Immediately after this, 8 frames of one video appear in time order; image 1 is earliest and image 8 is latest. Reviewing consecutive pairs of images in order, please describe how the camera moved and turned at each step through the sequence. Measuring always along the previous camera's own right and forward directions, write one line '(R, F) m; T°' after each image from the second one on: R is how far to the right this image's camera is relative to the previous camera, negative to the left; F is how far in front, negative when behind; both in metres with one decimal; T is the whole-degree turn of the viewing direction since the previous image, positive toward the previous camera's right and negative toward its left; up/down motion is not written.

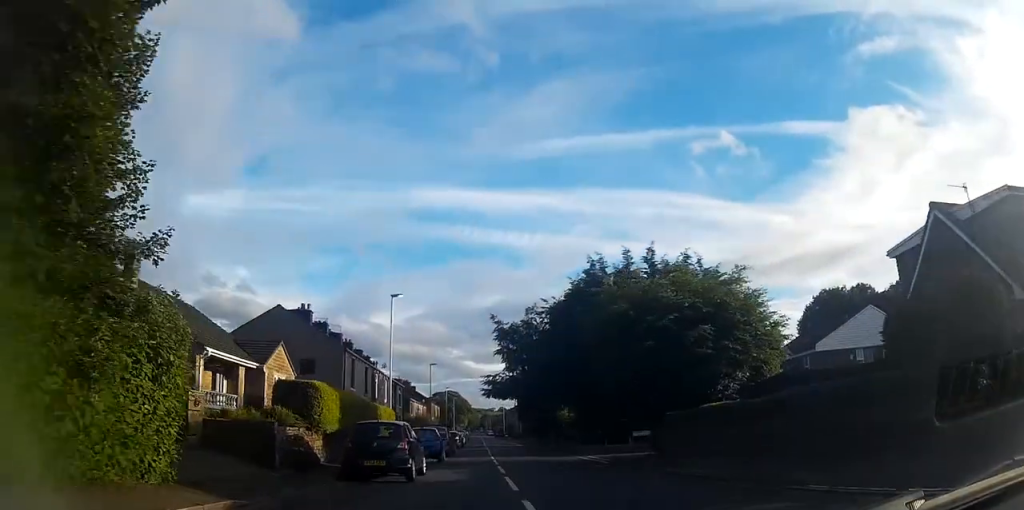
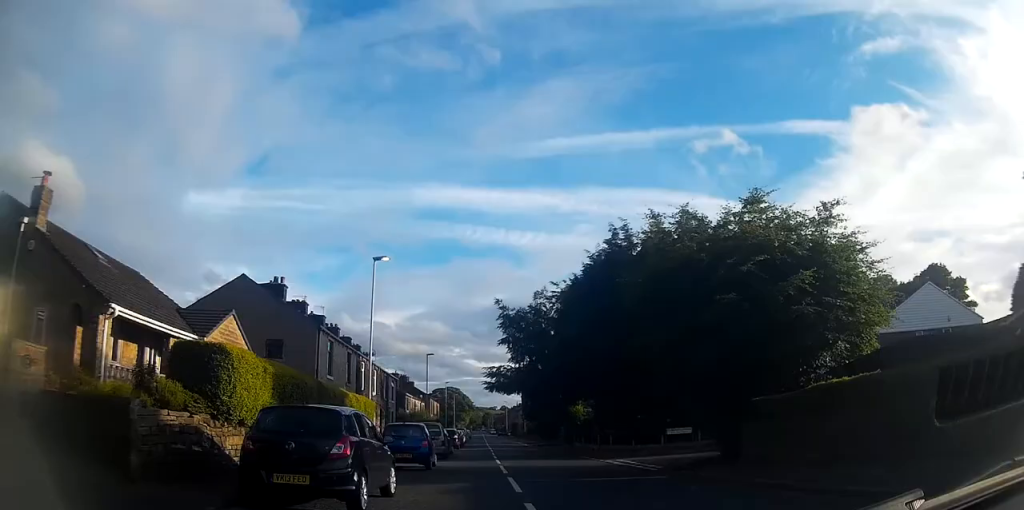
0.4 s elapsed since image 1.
(0.0, +6.5) m; 0°
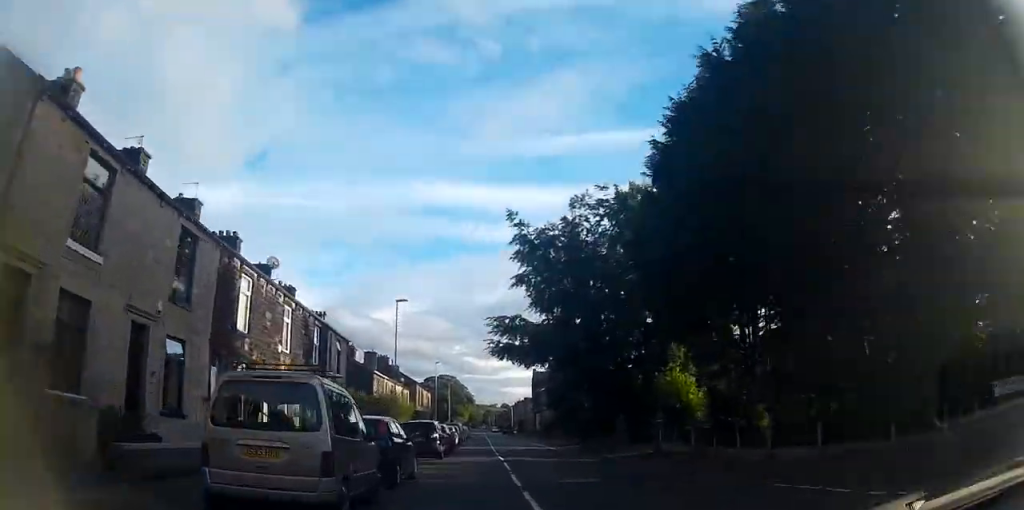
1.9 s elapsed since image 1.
(-0.1, +21.5) m; 0°
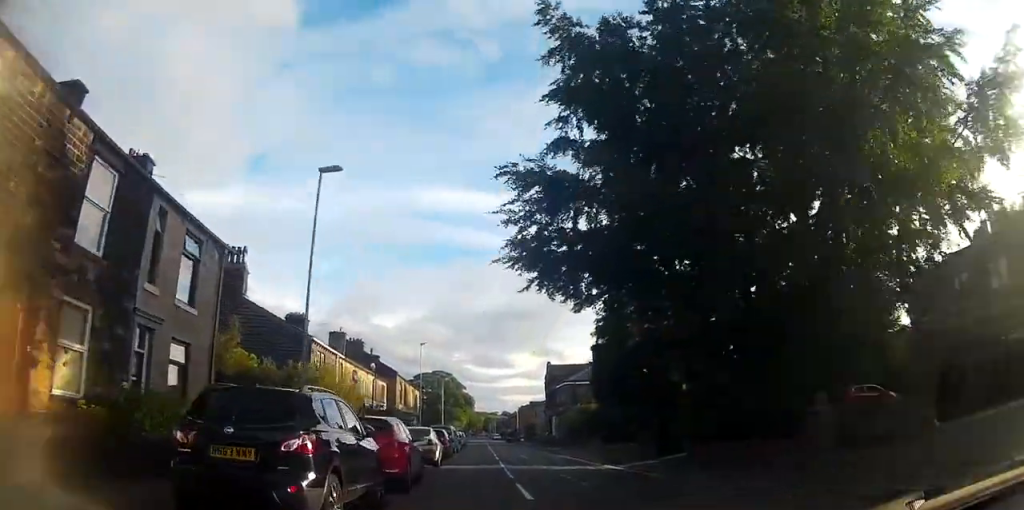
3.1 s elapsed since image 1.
(0.0, +18.4) m; 0°
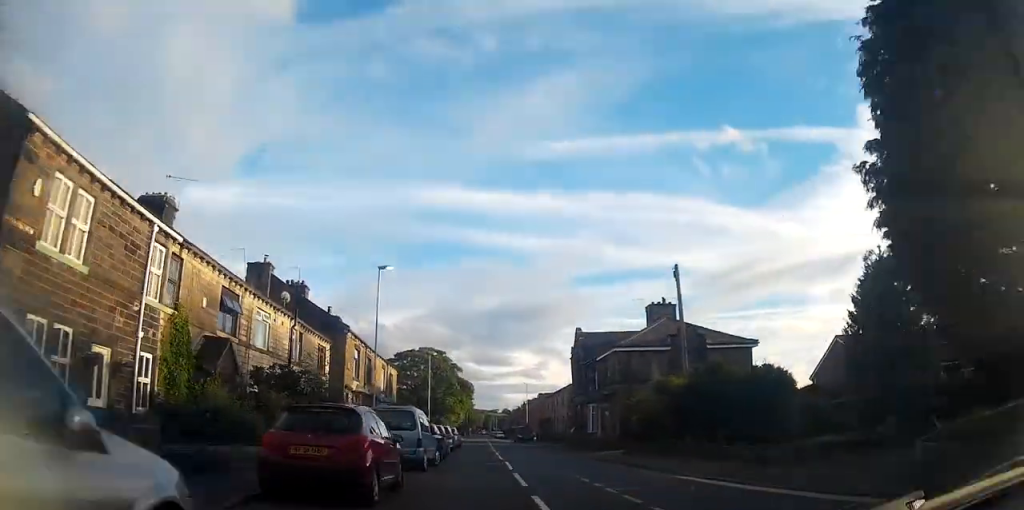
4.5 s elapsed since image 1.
(+0.1, +21.7) m; 0°
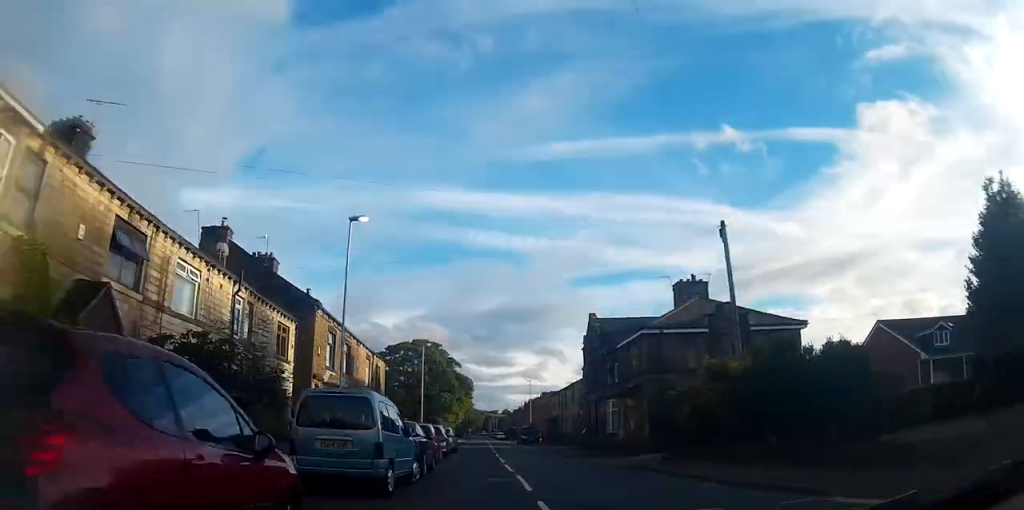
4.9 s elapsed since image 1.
(0.0, +6.7) m; 0°
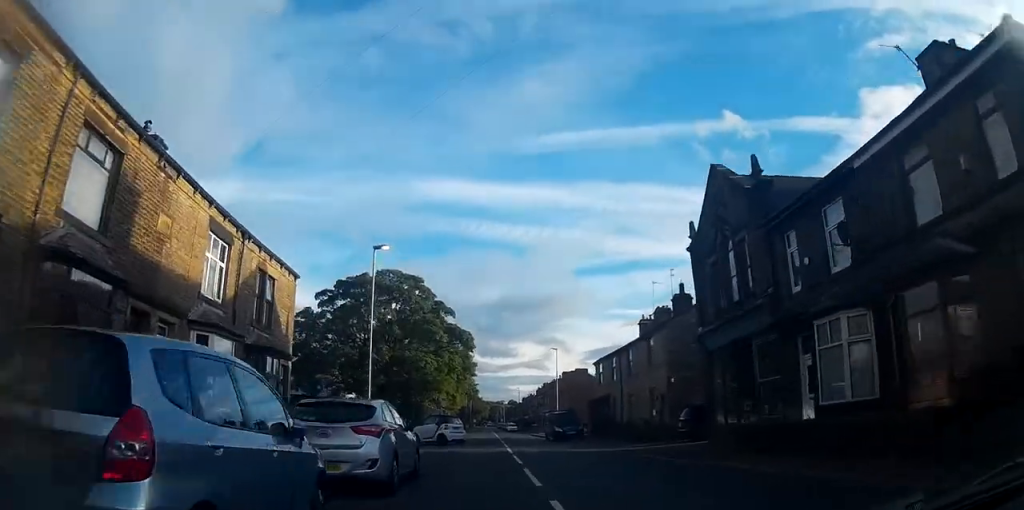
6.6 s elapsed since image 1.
(+0.1, +23.6) m; +1°
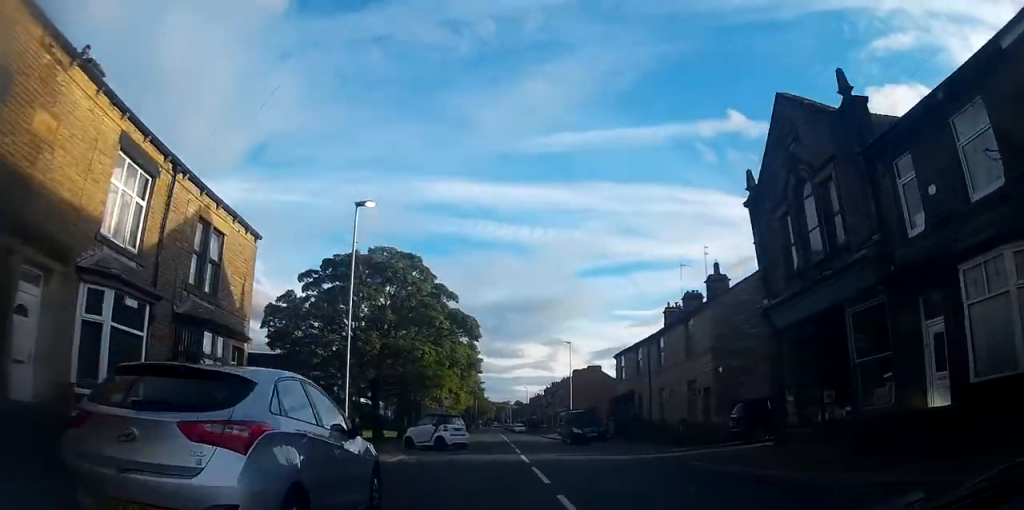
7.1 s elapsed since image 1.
(0.0, +5.7) m; +1°
